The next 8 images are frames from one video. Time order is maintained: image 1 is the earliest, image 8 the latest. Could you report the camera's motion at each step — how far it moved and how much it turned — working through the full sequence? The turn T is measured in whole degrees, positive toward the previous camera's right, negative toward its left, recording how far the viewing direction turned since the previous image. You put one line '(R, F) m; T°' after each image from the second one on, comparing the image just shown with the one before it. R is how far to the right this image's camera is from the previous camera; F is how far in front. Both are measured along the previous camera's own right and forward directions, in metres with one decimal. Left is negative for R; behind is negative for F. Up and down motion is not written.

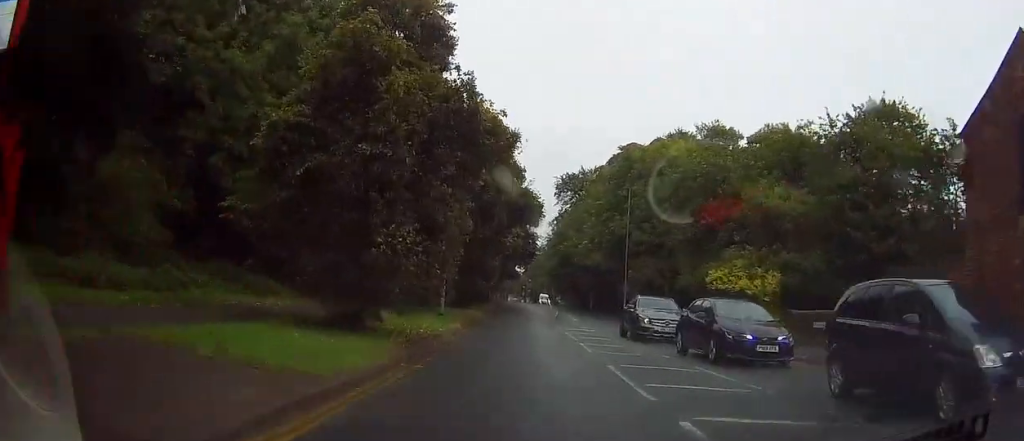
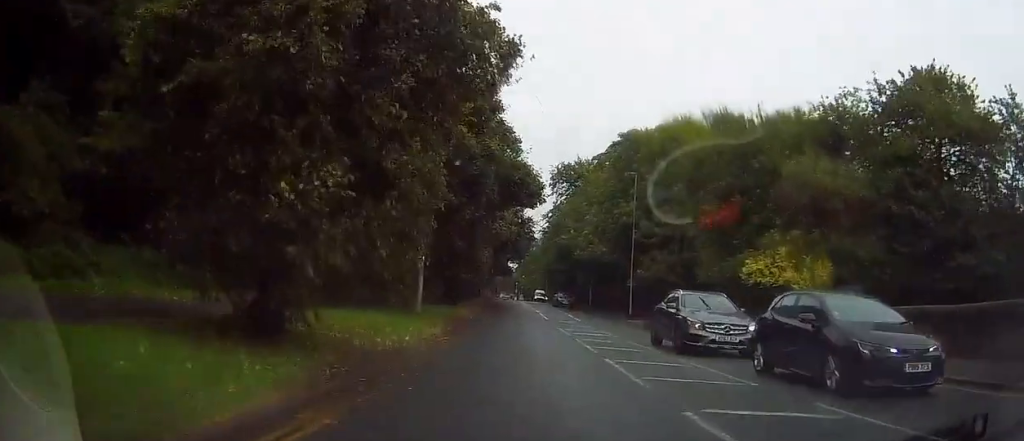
(0.0, +5.5) m; +1°
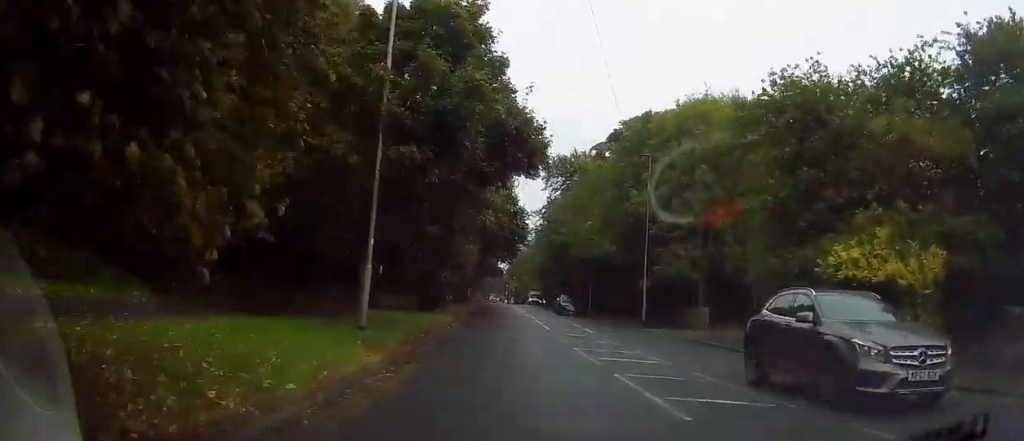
(+0.1, +7.5) m; +2°
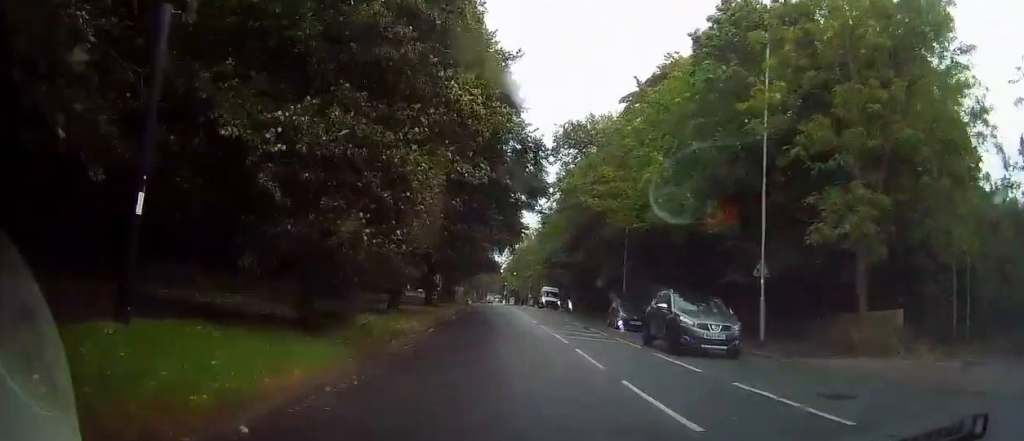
(+0.5, +18.8) m; 0°
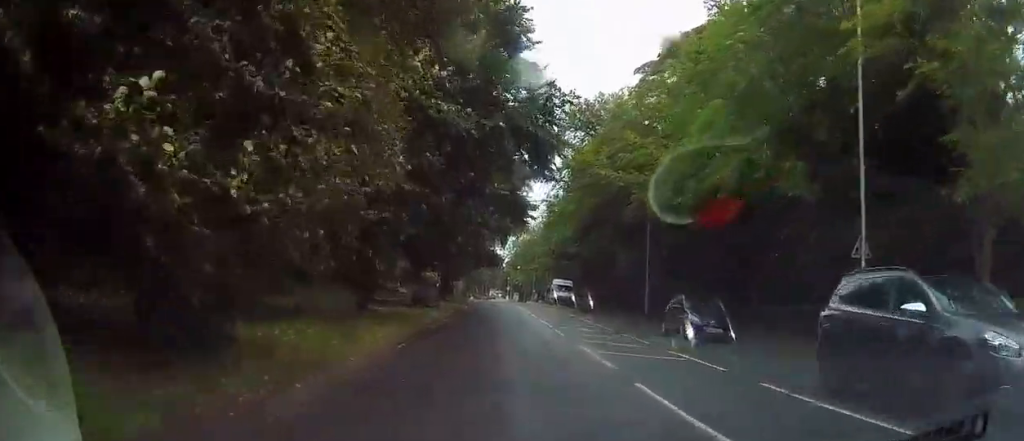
(0.0, +6.6) m; -2°
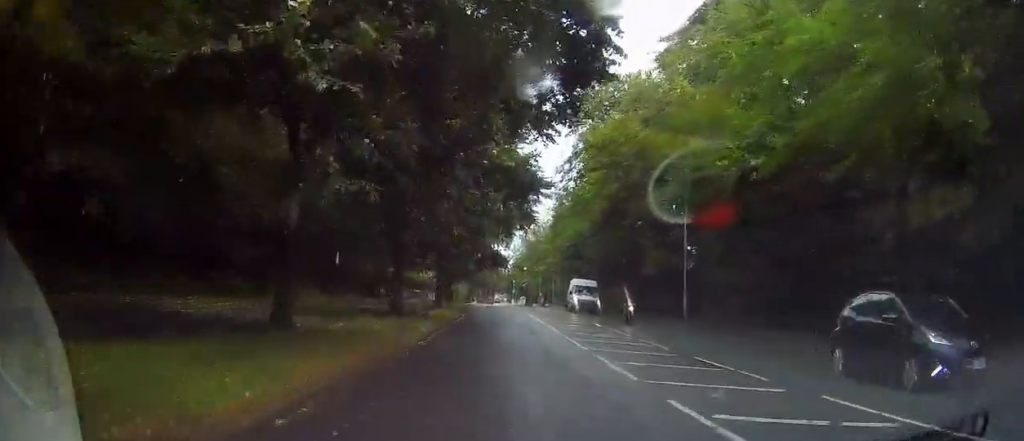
(-0.4, +7.6) m; -1°
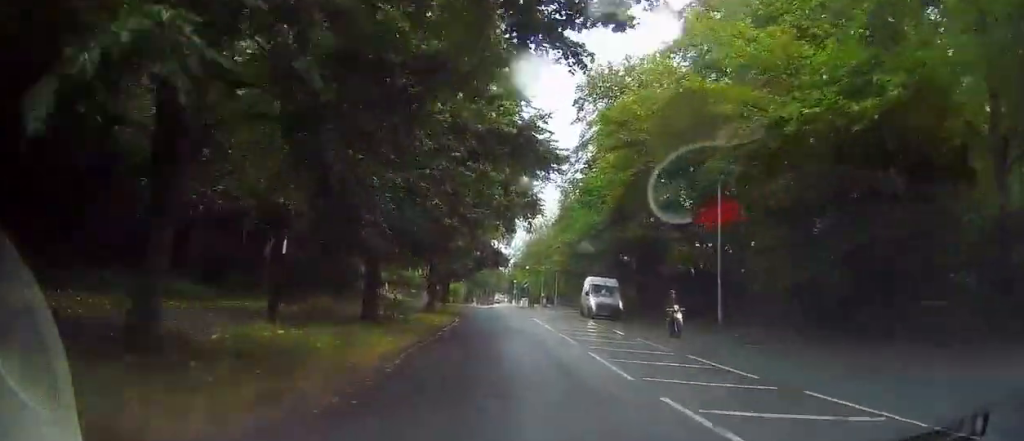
(0.0, +5.3) m; 0°
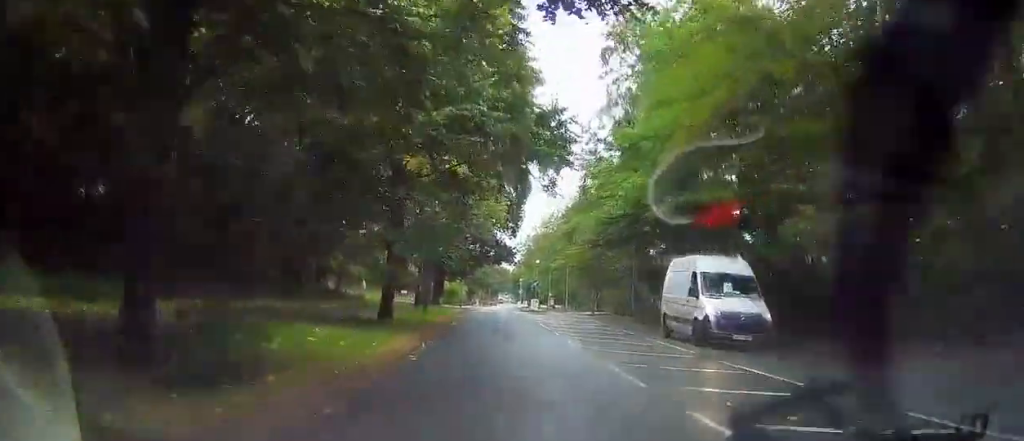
(+0.2, +13.0) m; +2°
